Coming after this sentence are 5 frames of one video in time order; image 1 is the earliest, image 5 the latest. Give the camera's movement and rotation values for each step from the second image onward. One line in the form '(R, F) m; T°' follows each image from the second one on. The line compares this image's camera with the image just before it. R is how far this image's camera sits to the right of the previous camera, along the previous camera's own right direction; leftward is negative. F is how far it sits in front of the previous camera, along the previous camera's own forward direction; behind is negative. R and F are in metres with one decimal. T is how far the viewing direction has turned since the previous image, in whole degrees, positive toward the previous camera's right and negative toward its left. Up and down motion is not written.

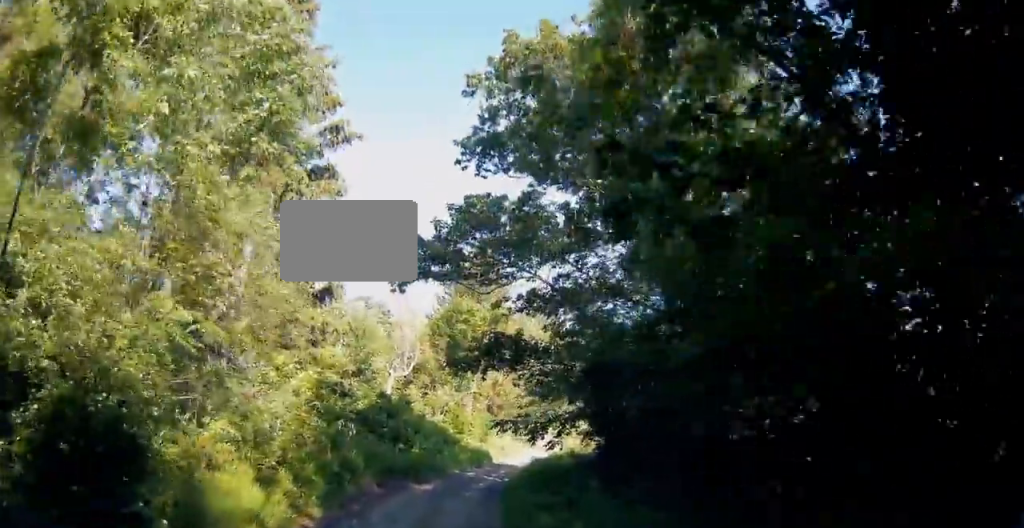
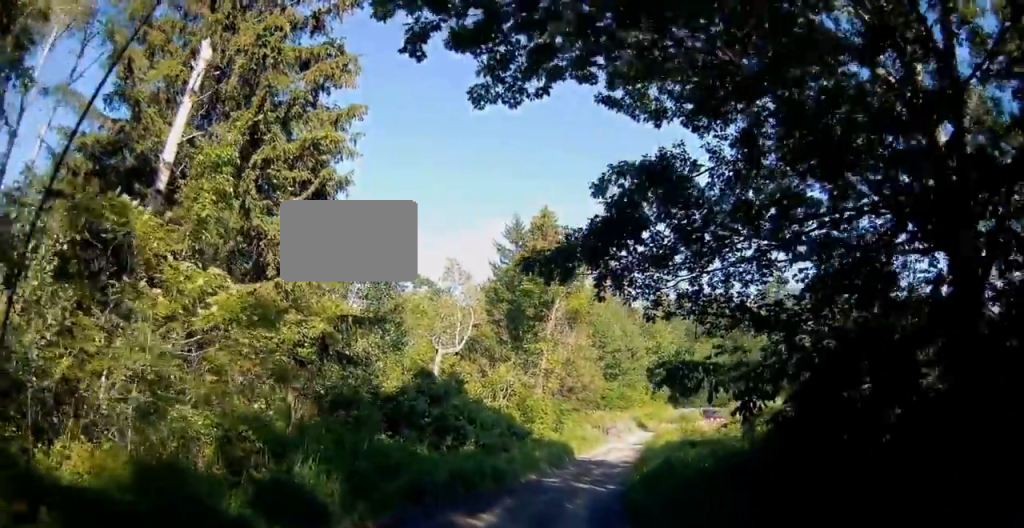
(-1.5, +9.8) m; -16°
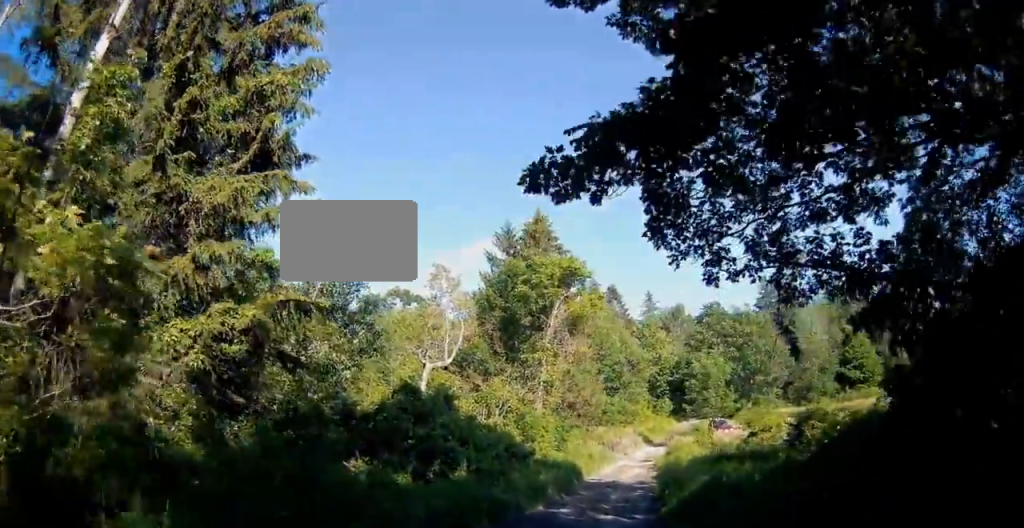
(-0.1, +3.7) m; +2°
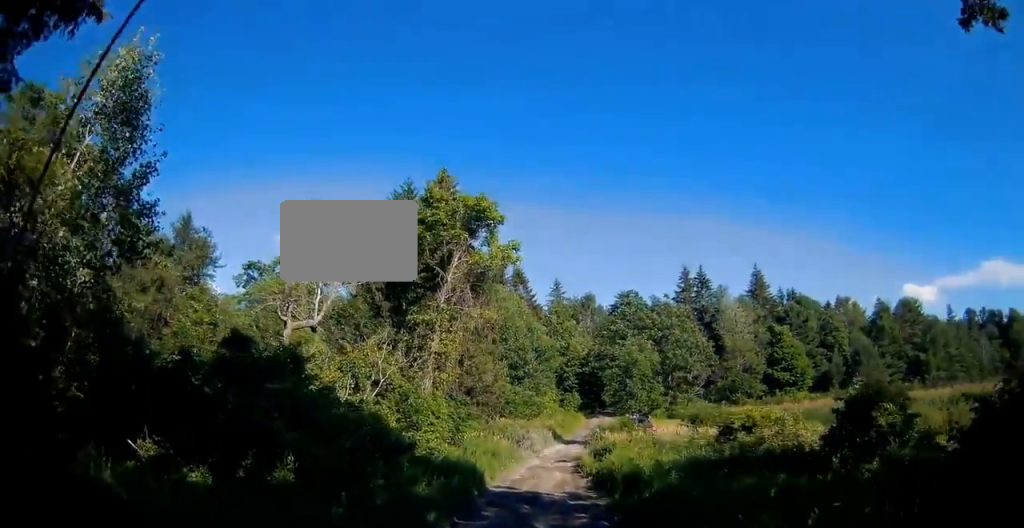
(+0.6, +7.6) m; +5°
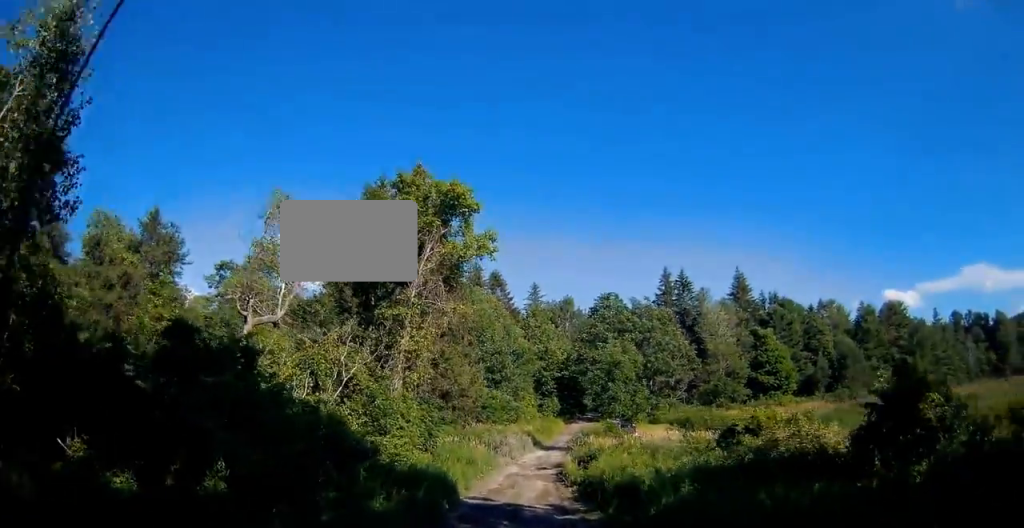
(-0.2, +1.9) m; 0°
